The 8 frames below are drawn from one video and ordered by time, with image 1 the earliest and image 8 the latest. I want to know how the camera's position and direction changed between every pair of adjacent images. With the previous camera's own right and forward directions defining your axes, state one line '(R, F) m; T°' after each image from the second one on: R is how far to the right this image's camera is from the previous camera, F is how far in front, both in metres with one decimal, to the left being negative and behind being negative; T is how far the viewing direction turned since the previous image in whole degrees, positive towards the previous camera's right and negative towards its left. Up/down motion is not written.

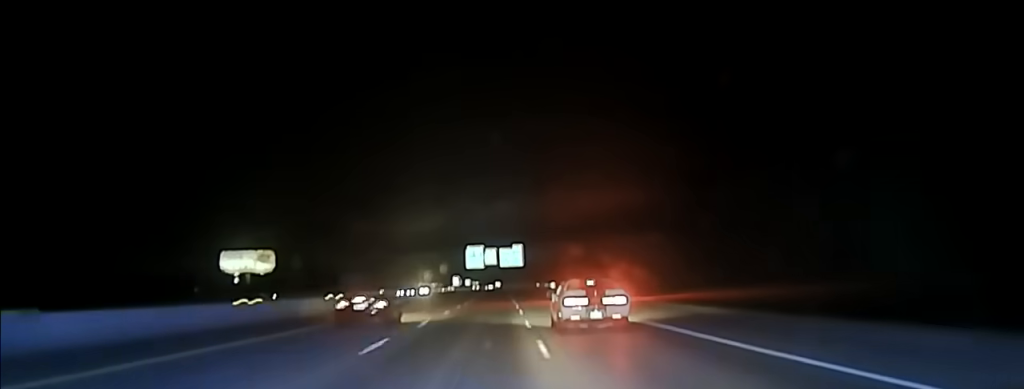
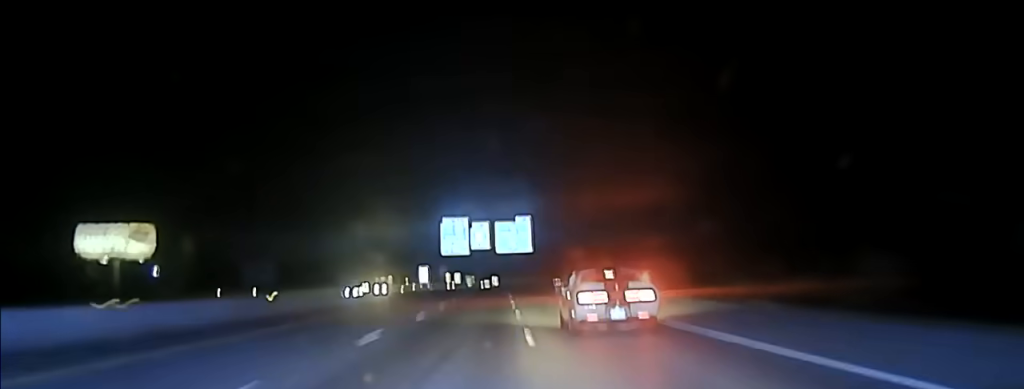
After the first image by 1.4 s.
(-0.1, +82.2) m; 0°
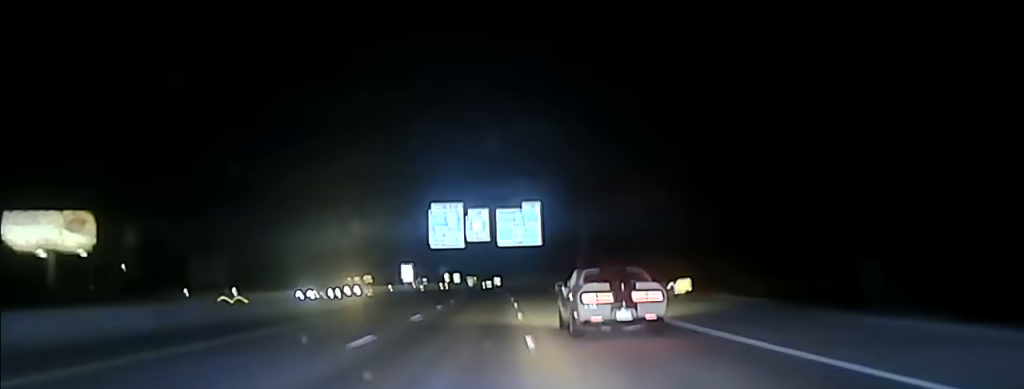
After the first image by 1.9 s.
(-0.1, +27.2) m; 0°
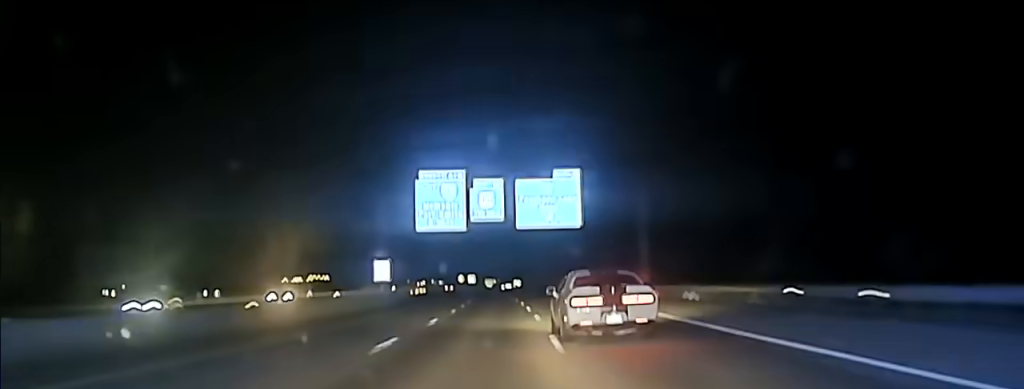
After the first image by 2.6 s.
(-0.1, +37.8) m; 0°
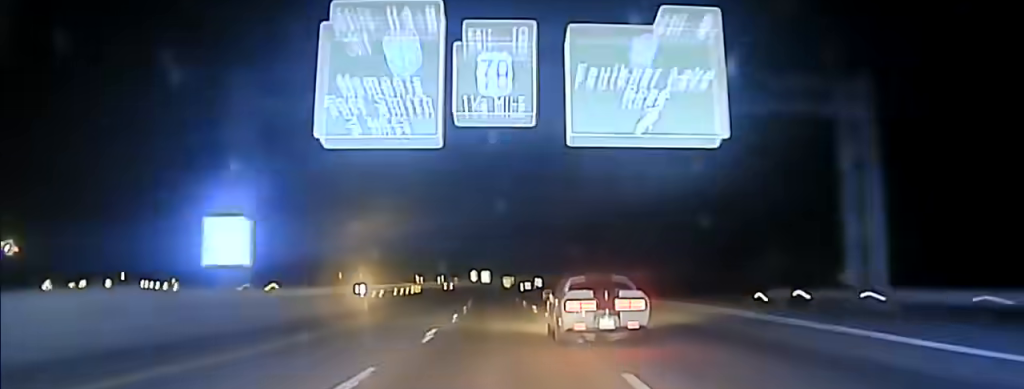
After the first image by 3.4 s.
(-0.1, +44.0) m; -1°
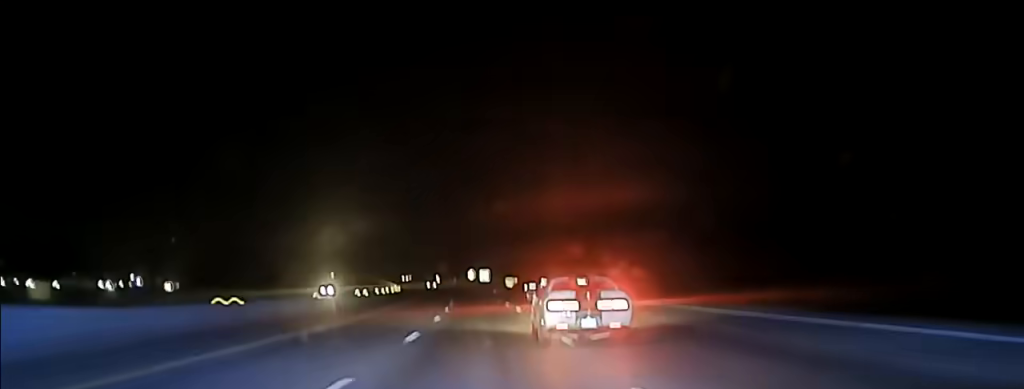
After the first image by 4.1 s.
(-0.5, +37.4) m; -1°
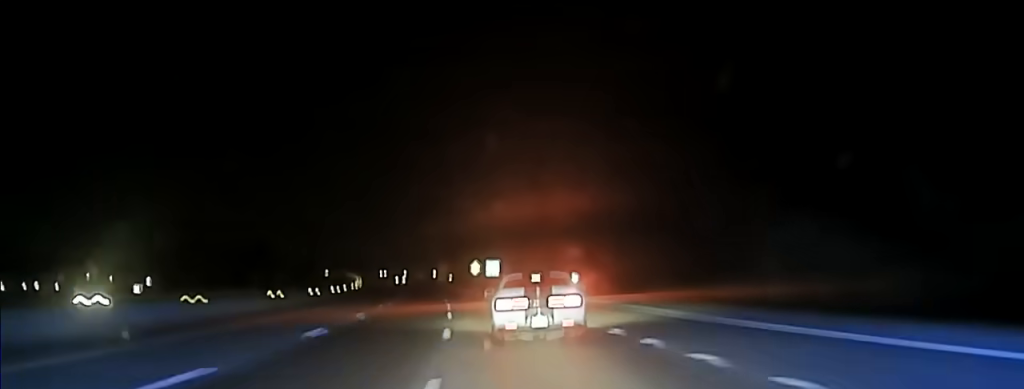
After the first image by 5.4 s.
(-0.5, +71.6) m; 0°
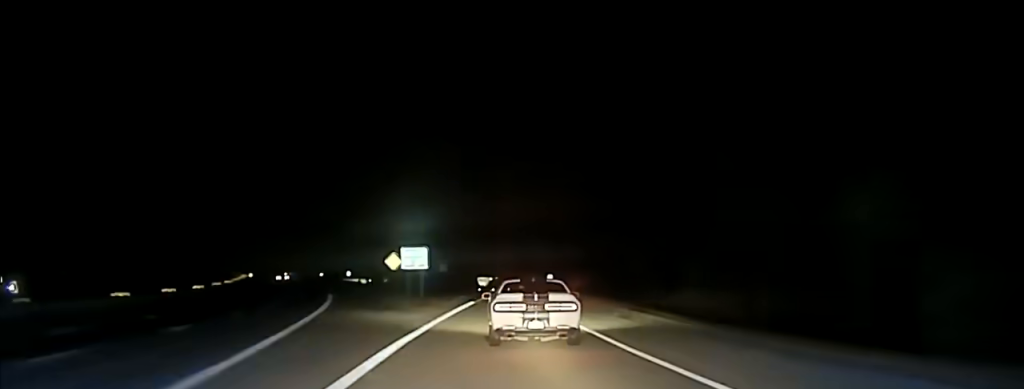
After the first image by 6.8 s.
(+0.7, +69.8) m; +1°
